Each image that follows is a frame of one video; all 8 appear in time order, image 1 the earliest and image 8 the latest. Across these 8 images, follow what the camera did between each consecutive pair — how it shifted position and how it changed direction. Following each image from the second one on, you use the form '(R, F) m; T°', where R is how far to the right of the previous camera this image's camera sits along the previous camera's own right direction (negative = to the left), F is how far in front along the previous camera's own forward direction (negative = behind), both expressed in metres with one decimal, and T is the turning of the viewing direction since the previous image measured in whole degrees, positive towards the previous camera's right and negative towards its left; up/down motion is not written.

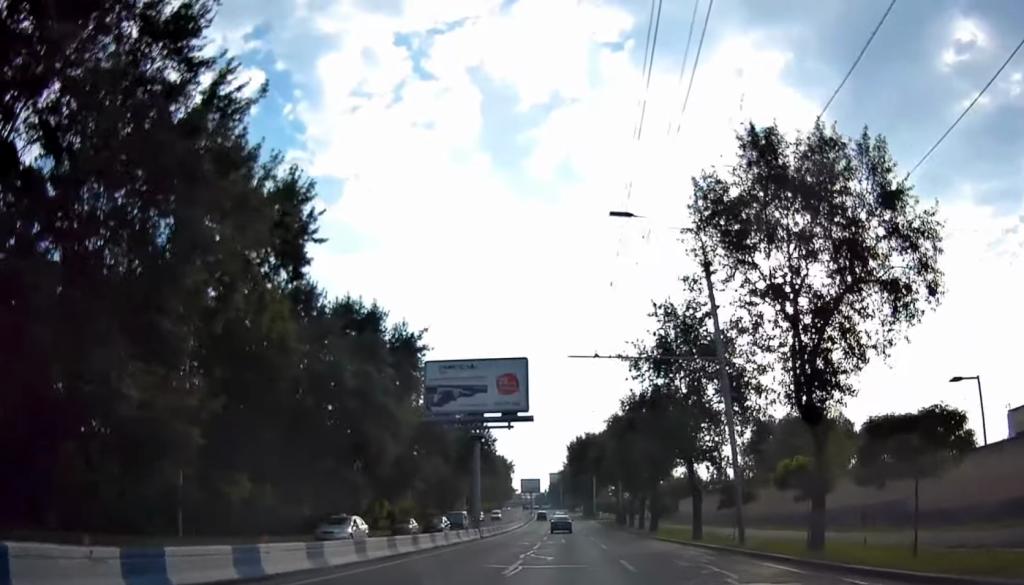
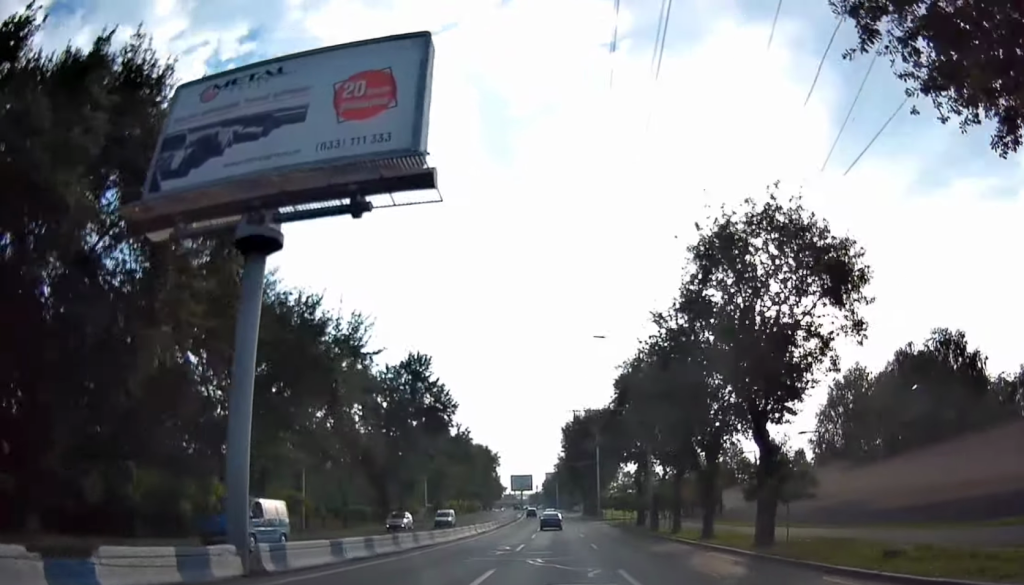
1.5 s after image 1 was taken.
(0.0, +29.3) m; 0°
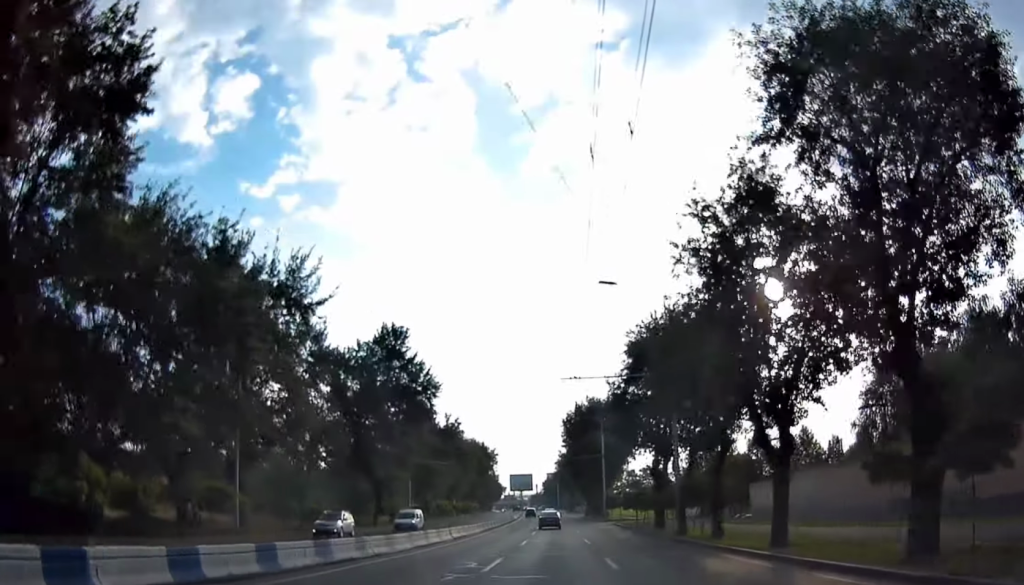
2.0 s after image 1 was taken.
(0.0, +9.8) m; -1°
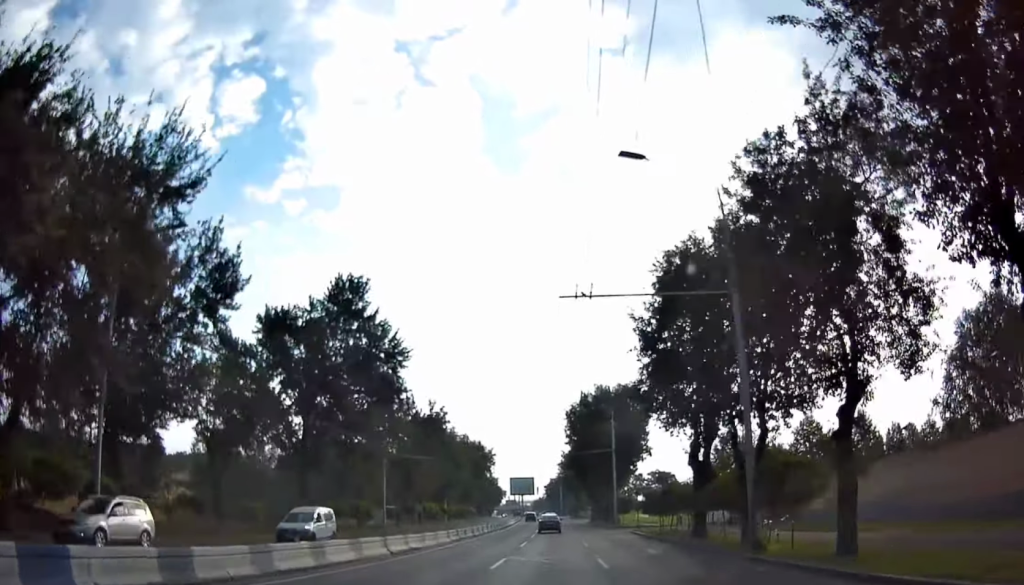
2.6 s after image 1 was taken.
(+0.2, +12.5) m; -1°
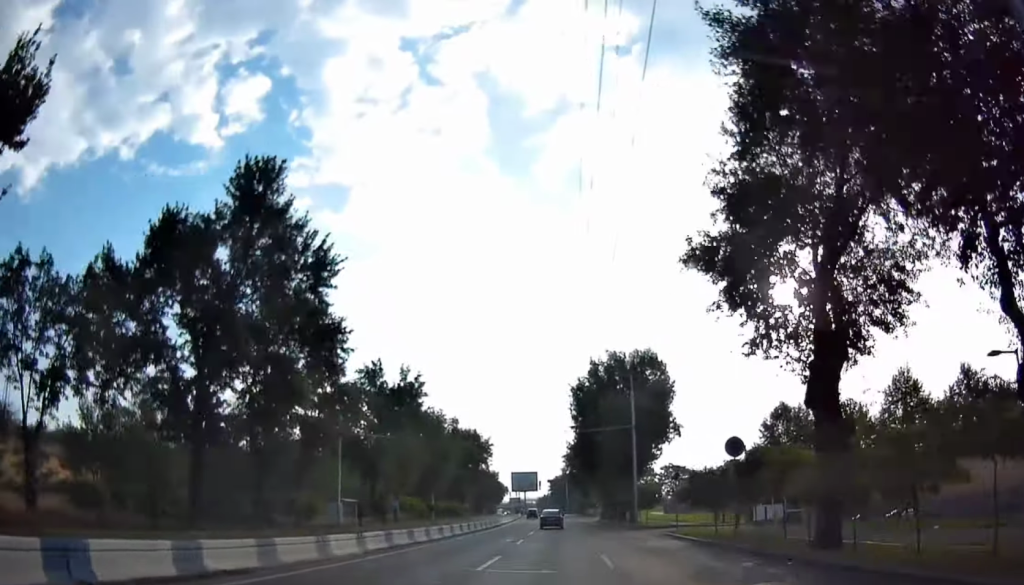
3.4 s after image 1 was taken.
(-0.5, +15.0) m; 0°
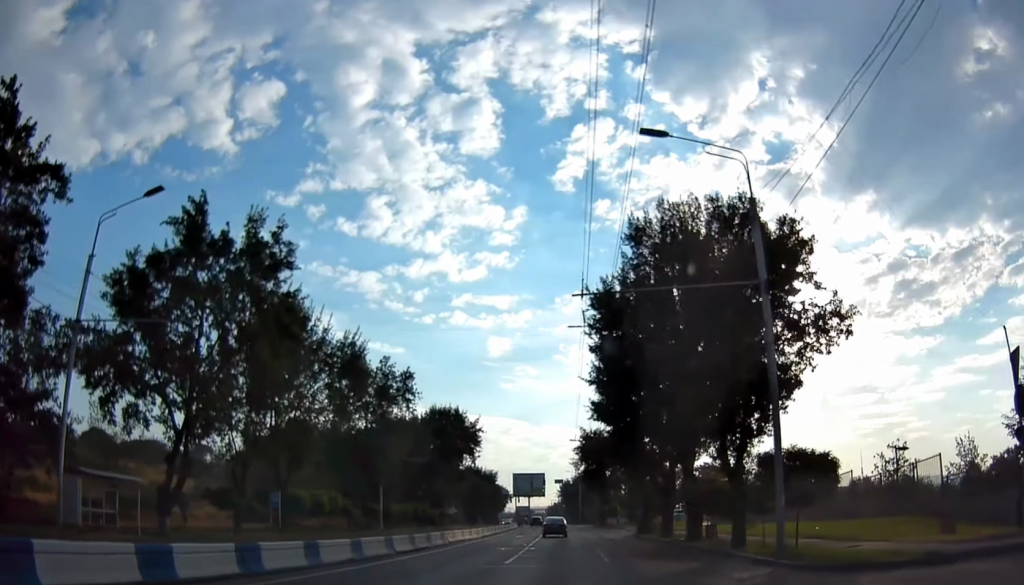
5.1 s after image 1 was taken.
(+0.6, +33.0) m; +1°
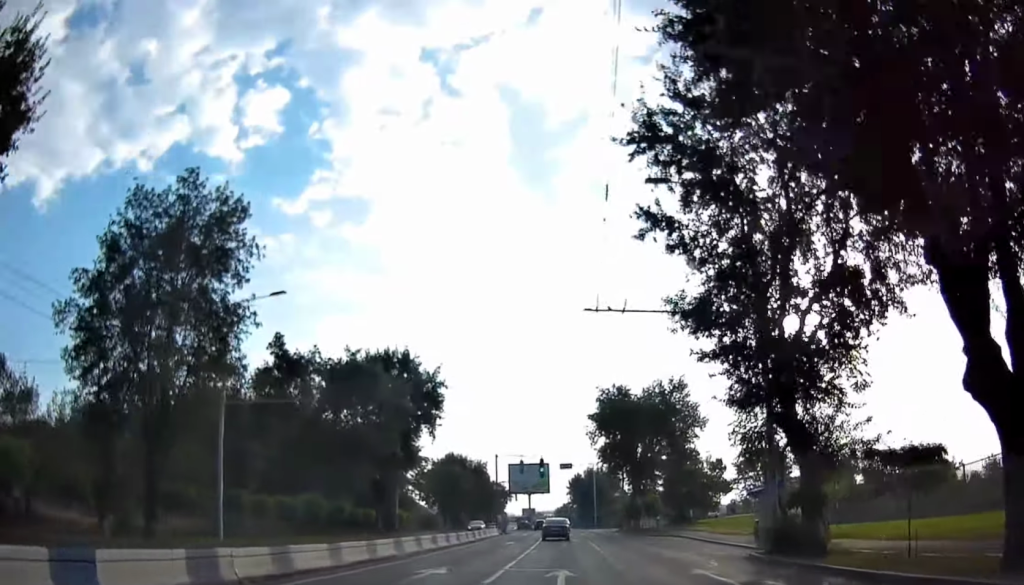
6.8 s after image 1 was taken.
(-0.4, +33.7) m; -2°
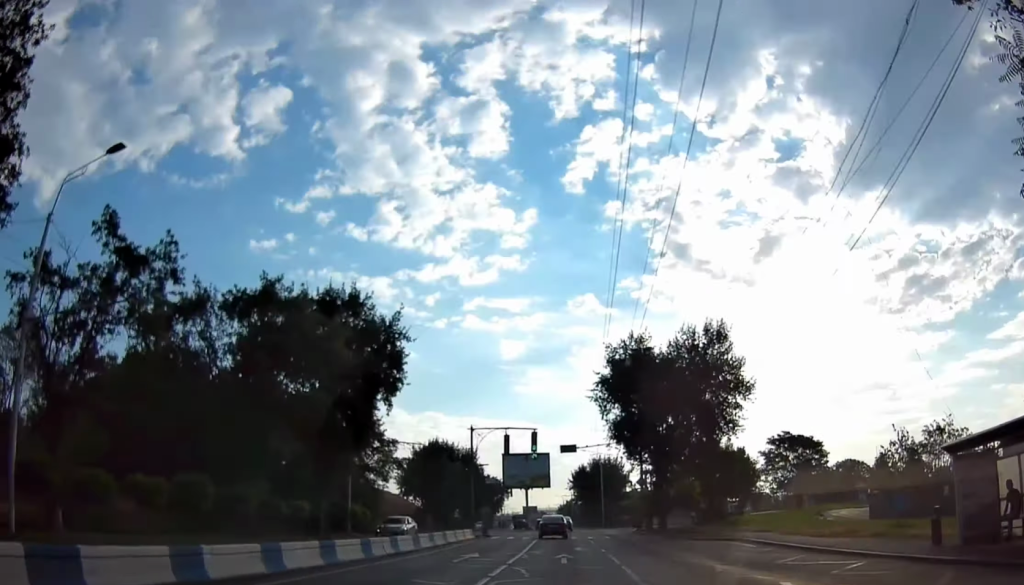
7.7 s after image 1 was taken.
(-0.3, +15.7) m; -1°
